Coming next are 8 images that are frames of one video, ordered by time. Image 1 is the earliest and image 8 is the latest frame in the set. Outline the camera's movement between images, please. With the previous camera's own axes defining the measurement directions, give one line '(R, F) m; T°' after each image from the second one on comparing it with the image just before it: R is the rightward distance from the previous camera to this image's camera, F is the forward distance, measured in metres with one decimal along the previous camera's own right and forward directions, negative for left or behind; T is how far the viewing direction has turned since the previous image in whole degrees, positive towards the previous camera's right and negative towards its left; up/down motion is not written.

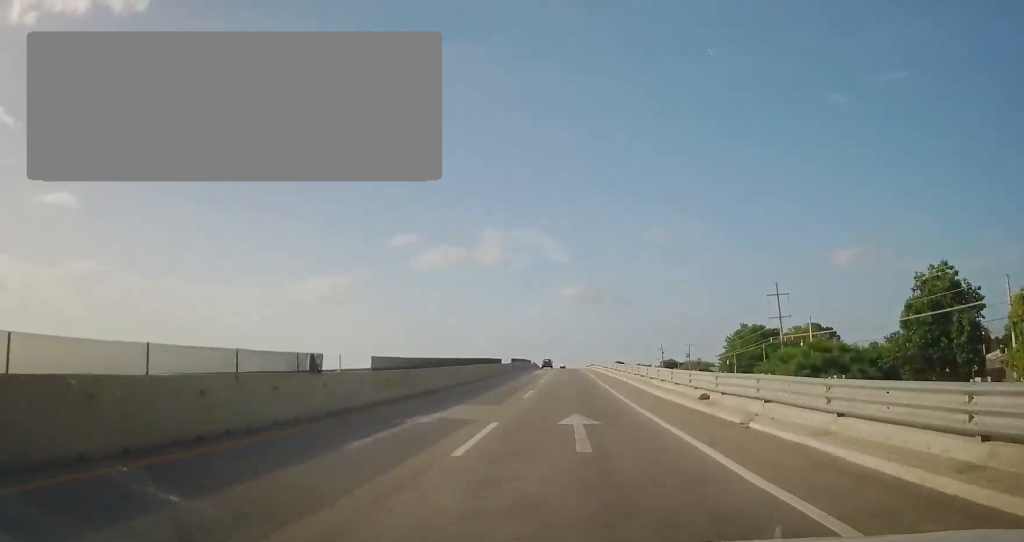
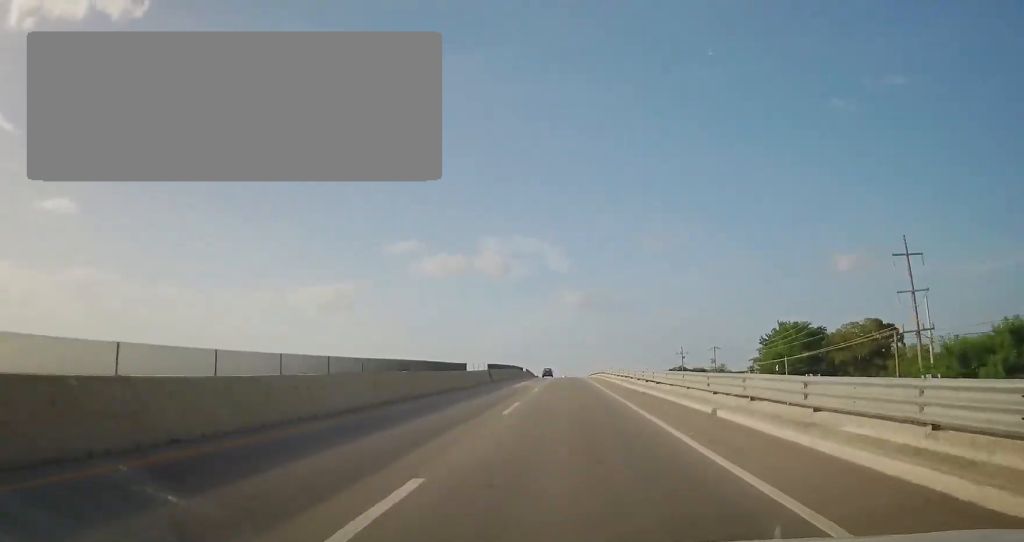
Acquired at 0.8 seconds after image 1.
(+0.1, +21.7) m; 0°
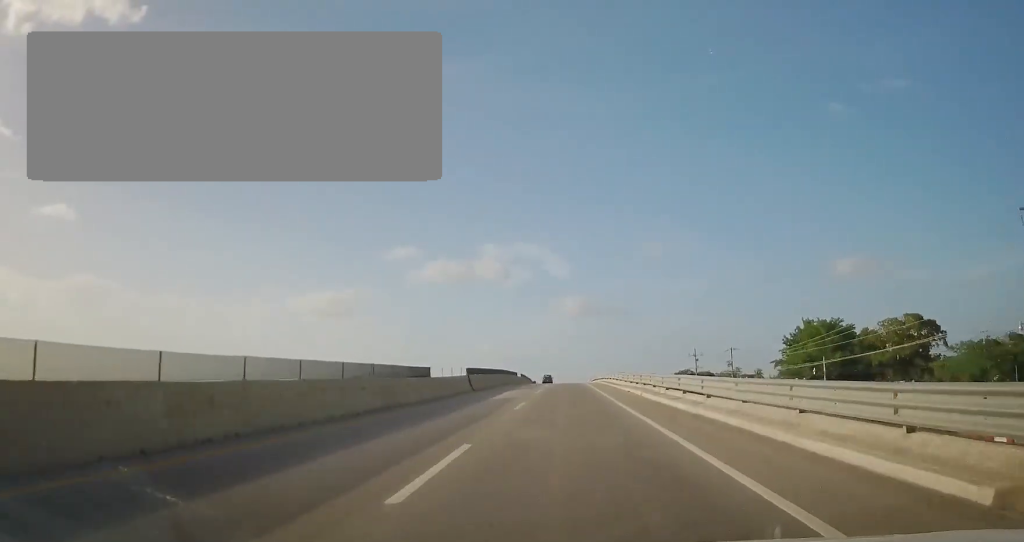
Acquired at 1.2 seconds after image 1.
(-0.1, +10.8) m; 0°
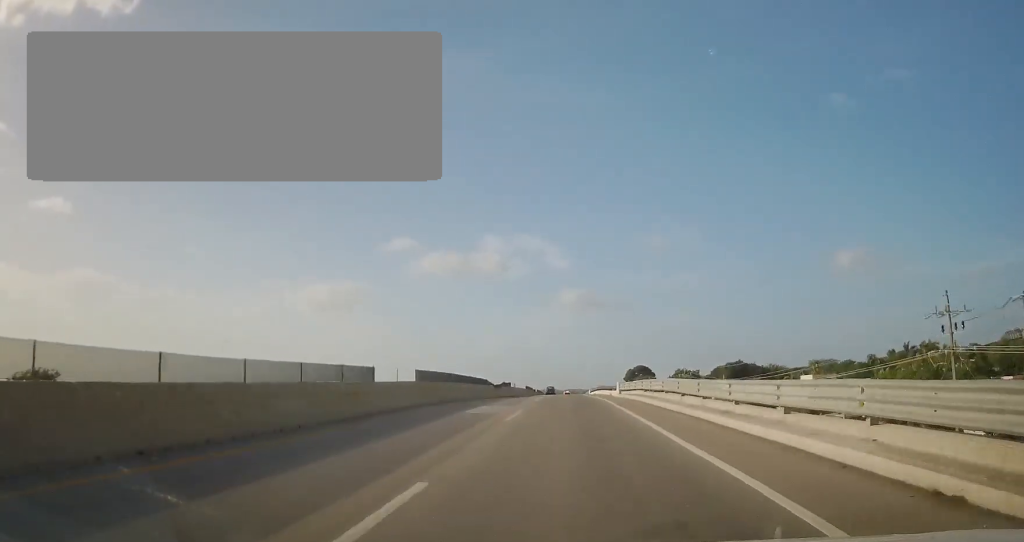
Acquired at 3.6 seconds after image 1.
(-0.1, +63.4) m; +1°
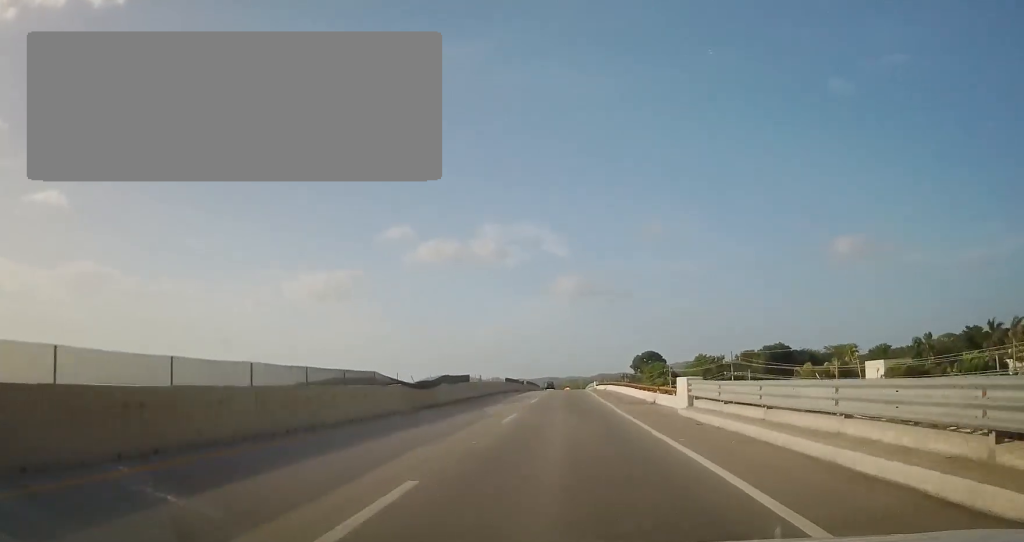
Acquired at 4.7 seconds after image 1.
(+0.5, +29.4) m; 0°
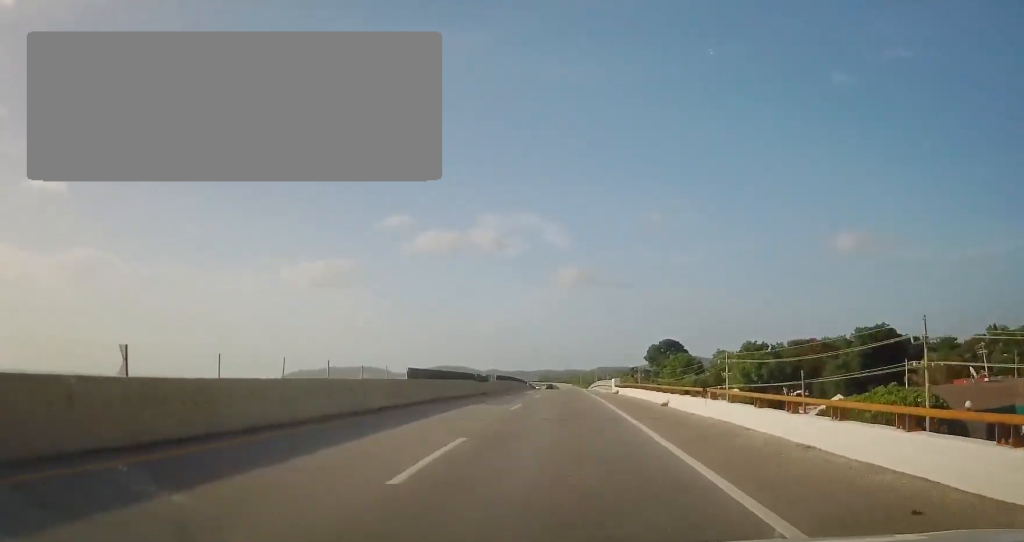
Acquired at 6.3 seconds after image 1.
(0.0, +39.9) m; 0°
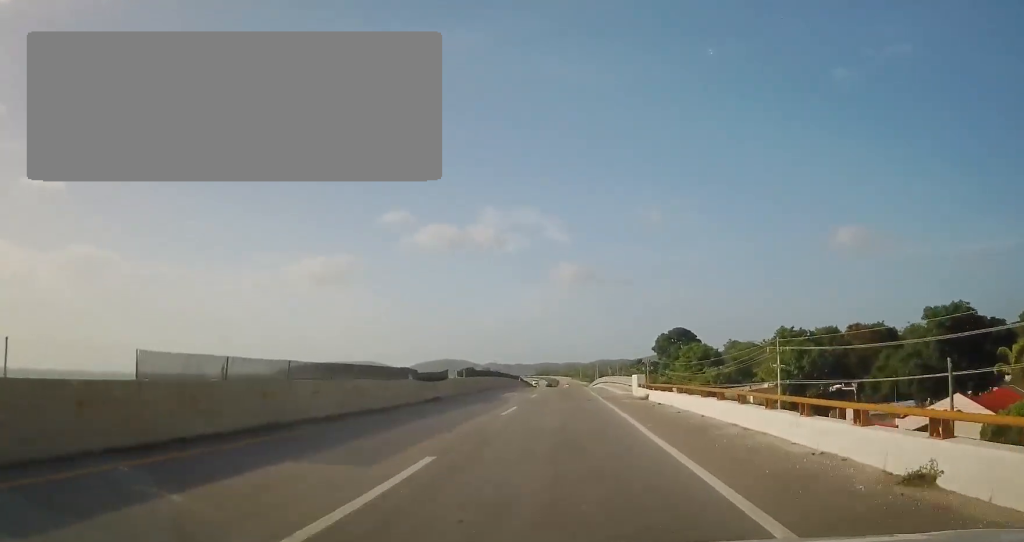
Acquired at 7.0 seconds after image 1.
(-0.1, +17.6) m; -1°
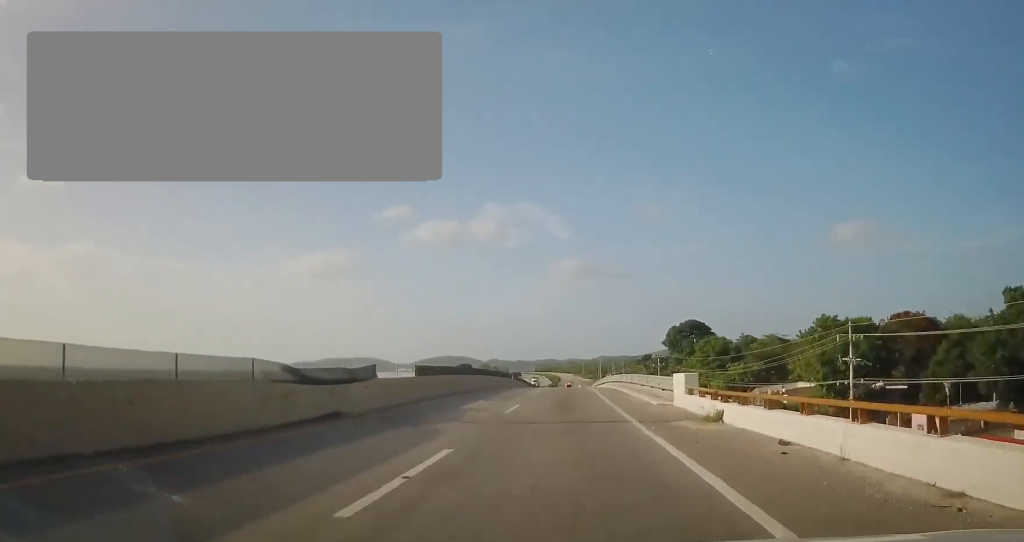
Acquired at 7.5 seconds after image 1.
(0.0, +13.8) m; -1°
